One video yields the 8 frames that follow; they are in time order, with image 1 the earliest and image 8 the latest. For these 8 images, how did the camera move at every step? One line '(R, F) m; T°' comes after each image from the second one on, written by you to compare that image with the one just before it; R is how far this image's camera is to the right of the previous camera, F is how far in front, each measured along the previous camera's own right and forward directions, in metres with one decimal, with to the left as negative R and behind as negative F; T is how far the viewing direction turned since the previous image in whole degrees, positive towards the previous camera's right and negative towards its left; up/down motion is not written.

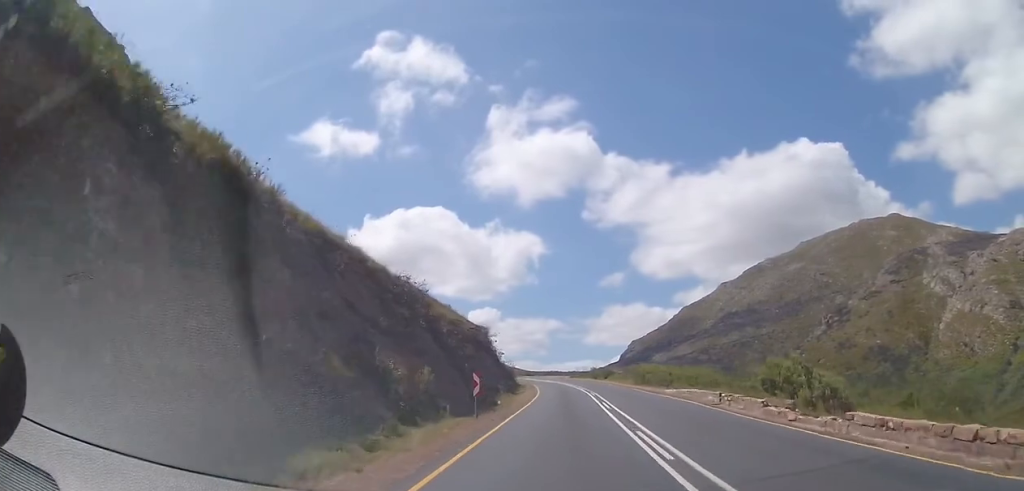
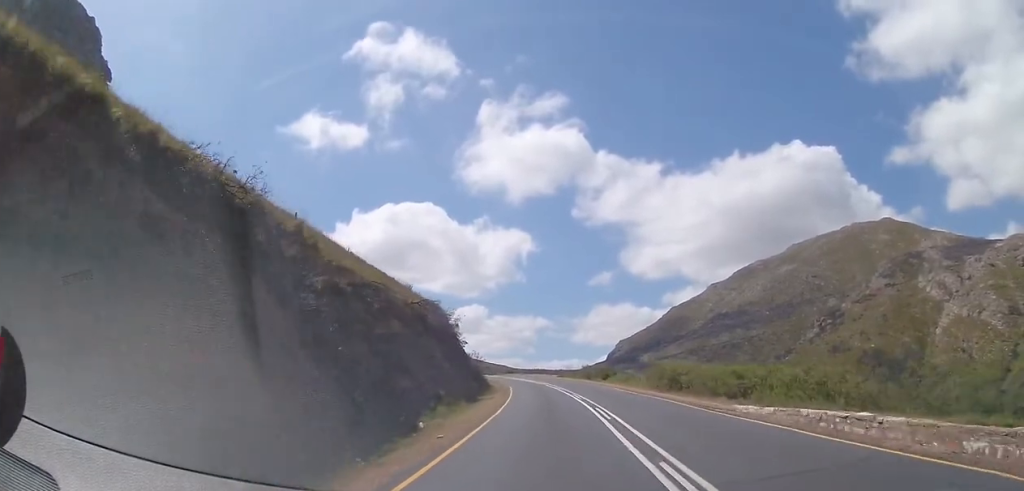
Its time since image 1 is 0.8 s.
(+0.3, +17.2) m; +1°
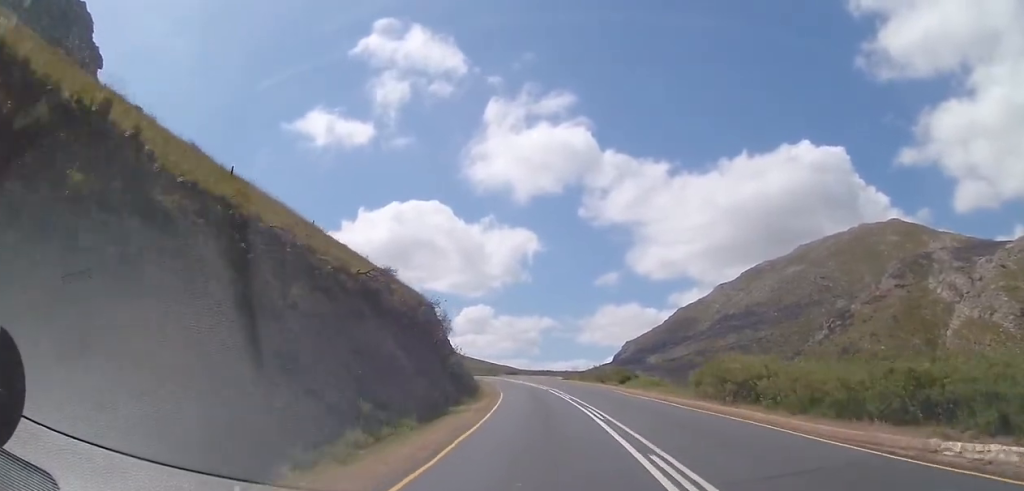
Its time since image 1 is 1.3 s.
(+0.3, +11.2) m; 0°
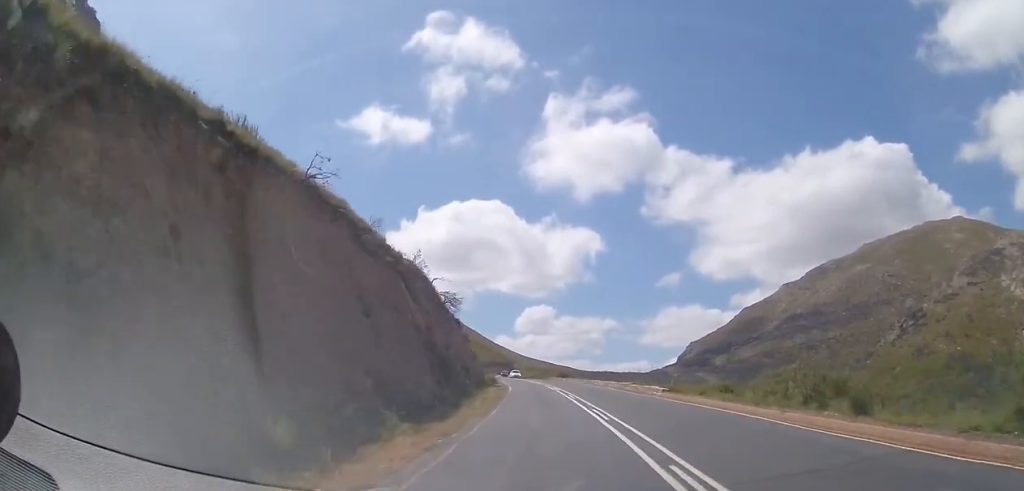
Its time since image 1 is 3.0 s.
(-2.4, +37.2) m; -6°
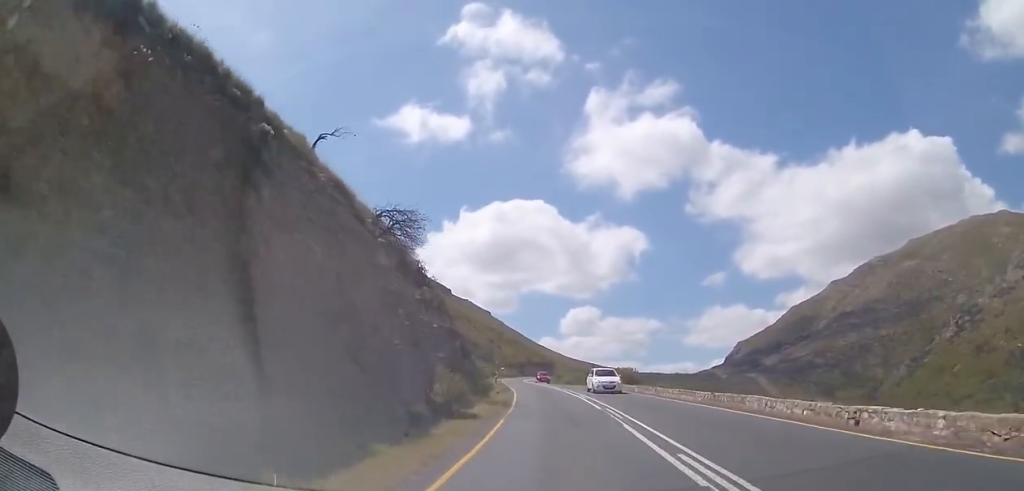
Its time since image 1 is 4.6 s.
(-1.2, +35.4) m; -5°
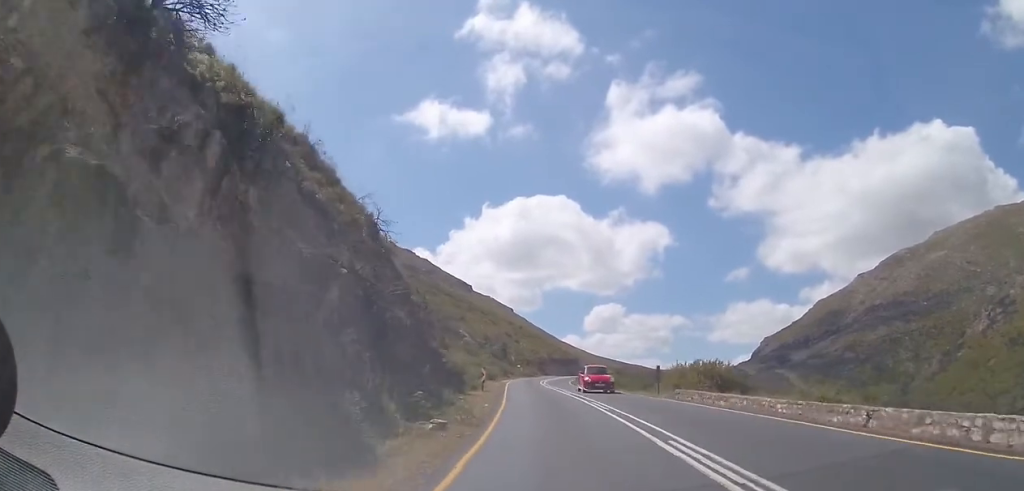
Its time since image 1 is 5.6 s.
(-1.0, +22.2) m; -3°
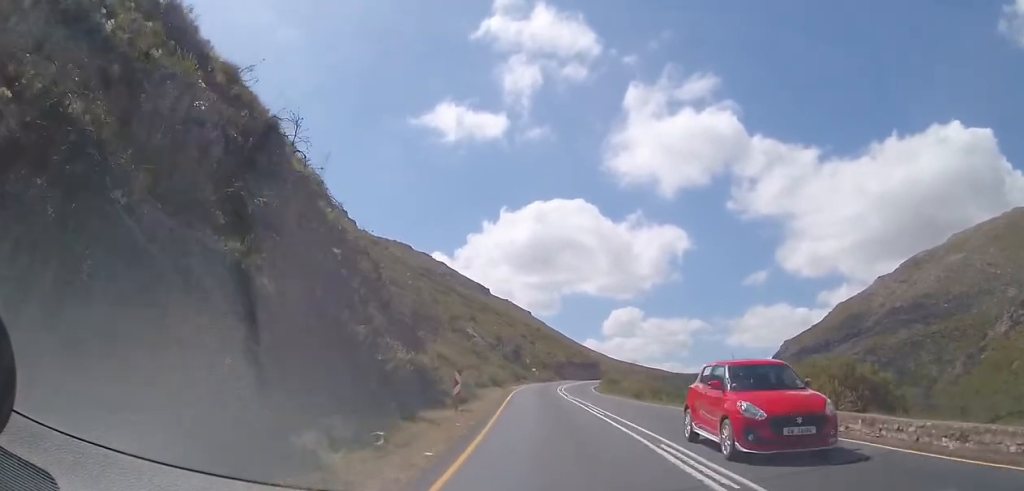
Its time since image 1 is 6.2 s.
(+0.1, +12.1) m; -1°
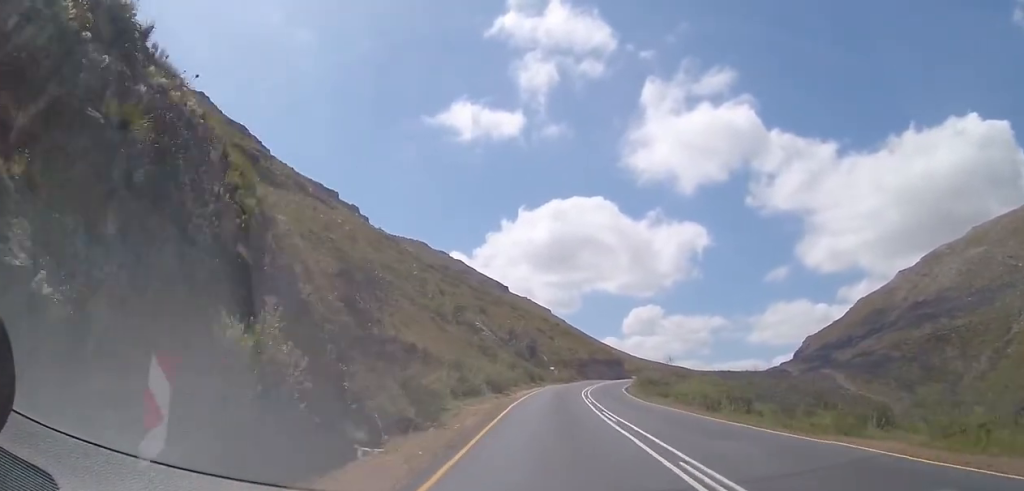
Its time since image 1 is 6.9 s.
(-0.2, +14.2) m; -1°
